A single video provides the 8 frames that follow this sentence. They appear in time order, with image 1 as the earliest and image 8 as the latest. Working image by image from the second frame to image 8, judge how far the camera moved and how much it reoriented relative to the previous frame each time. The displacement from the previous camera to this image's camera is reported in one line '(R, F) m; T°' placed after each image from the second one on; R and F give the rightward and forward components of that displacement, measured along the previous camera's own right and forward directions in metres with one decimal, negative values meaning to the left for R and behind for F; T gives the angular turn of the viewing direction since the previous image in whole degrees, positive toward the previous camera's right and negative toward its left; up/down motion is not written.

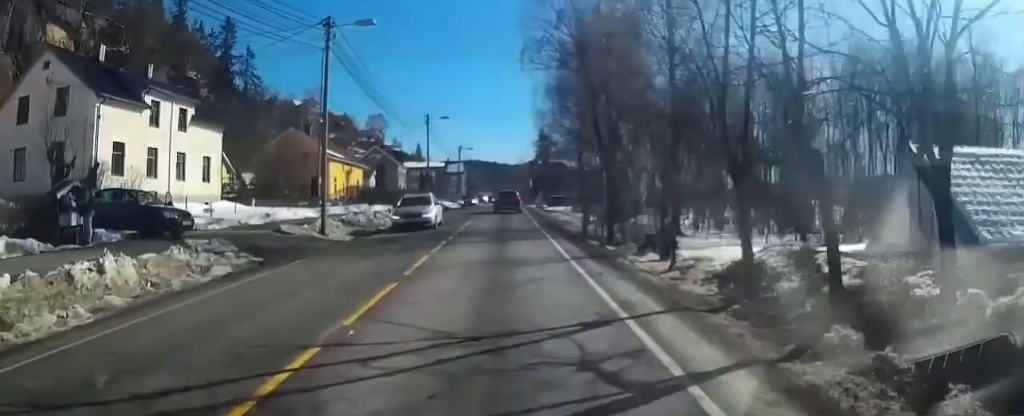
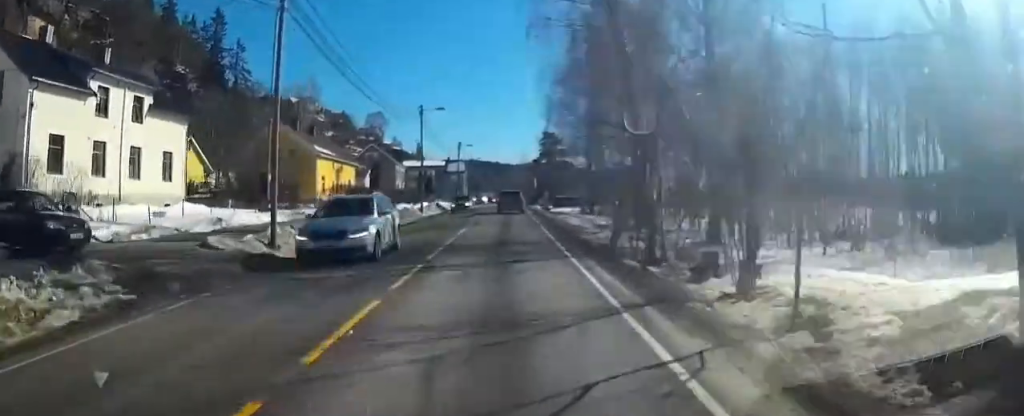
(0.0, +5.3) m; 0°
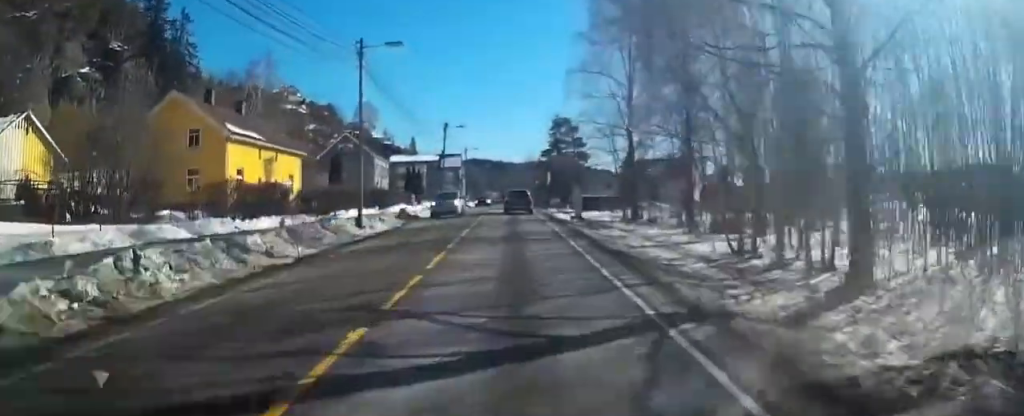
(-0.1, +21.1) m; 0°
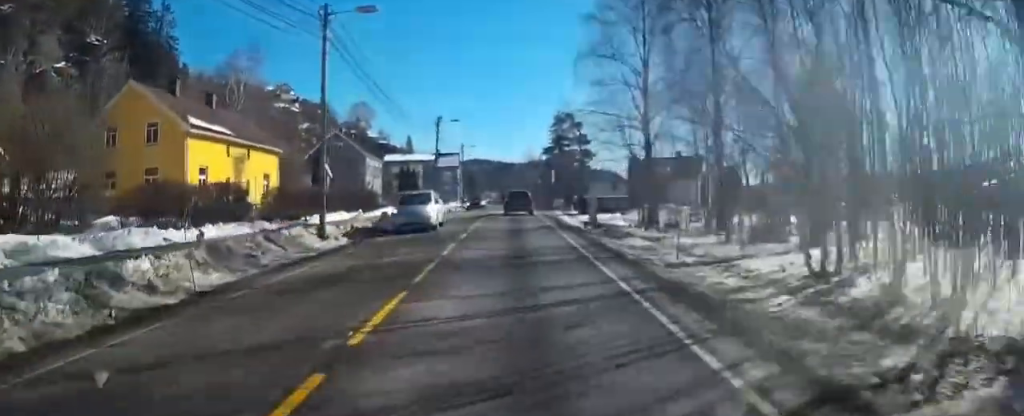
(-0.1, +5.5) m; 0°
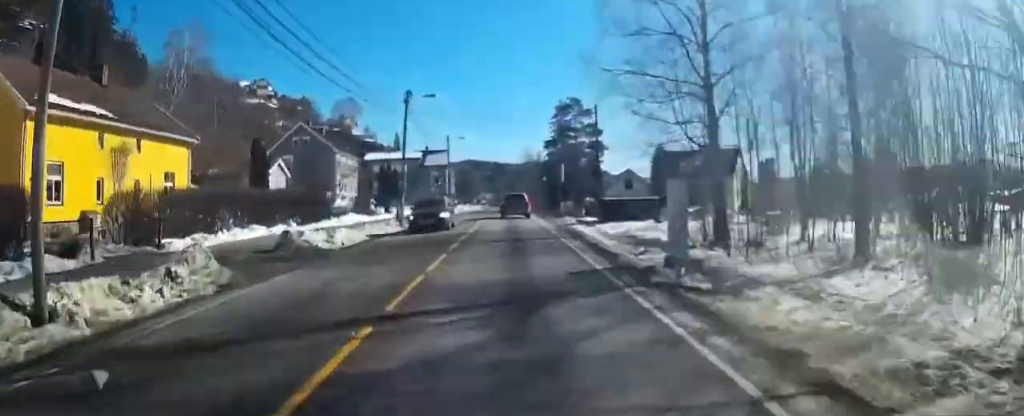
(+0.2, +13.9) m; +1°
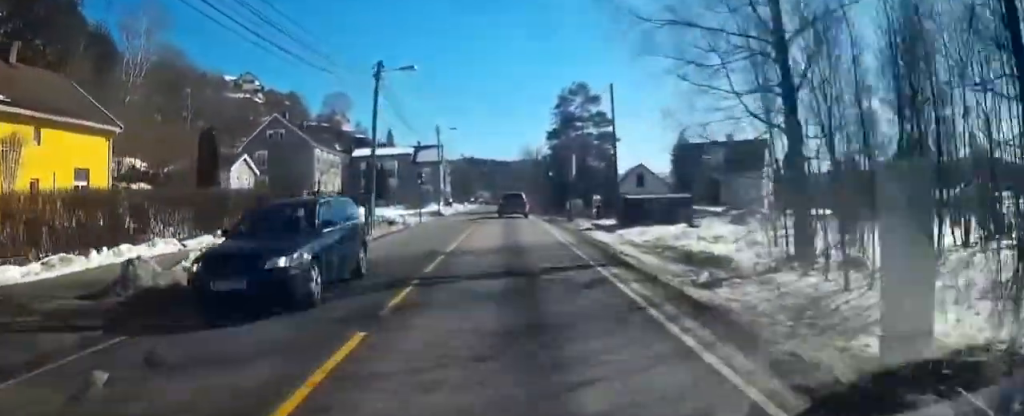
(-0.1, +8.0) m; 0°
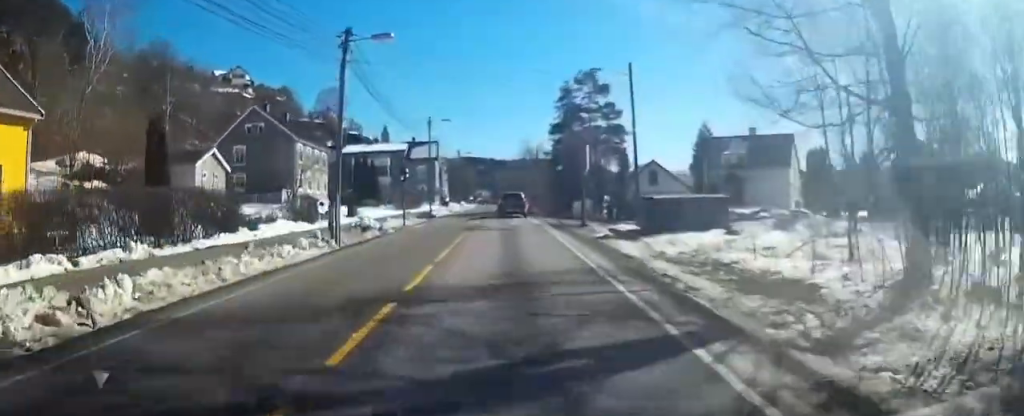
(0.0, +6.0) m; 0°
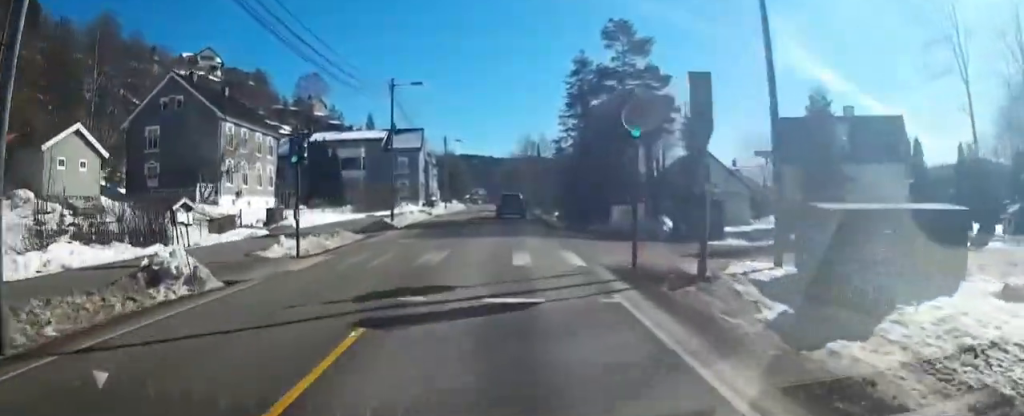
(+0.2, +17.0) m; 0°
